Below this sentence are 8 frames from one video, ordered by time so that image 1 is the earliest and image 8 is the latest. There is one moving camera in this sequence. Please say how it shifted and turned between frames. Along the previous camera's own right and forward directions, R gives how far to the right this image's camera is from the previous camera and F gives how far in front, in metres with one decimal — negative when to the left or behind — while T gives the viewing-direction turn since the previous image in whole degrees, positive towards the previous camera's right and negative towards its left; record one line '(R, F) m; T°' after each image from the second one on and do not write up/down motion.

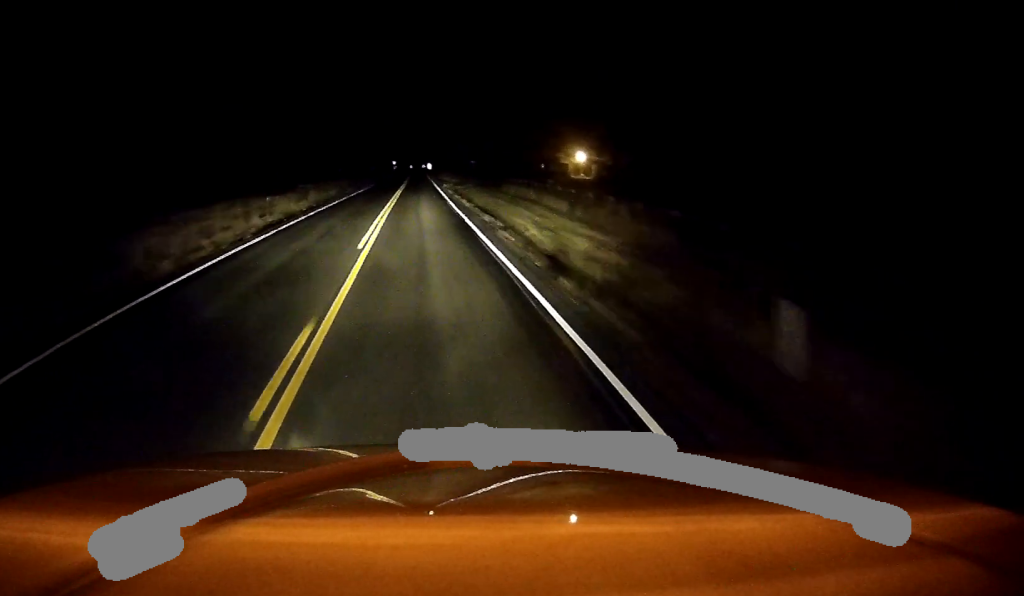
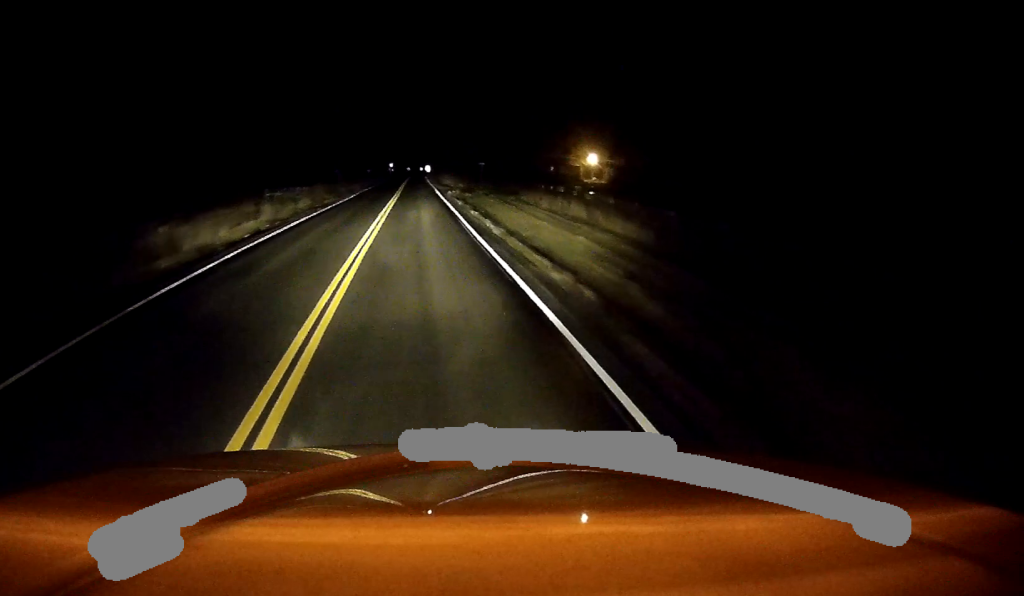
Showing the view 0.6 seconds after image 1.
(0.0, +12.7) m; 0°
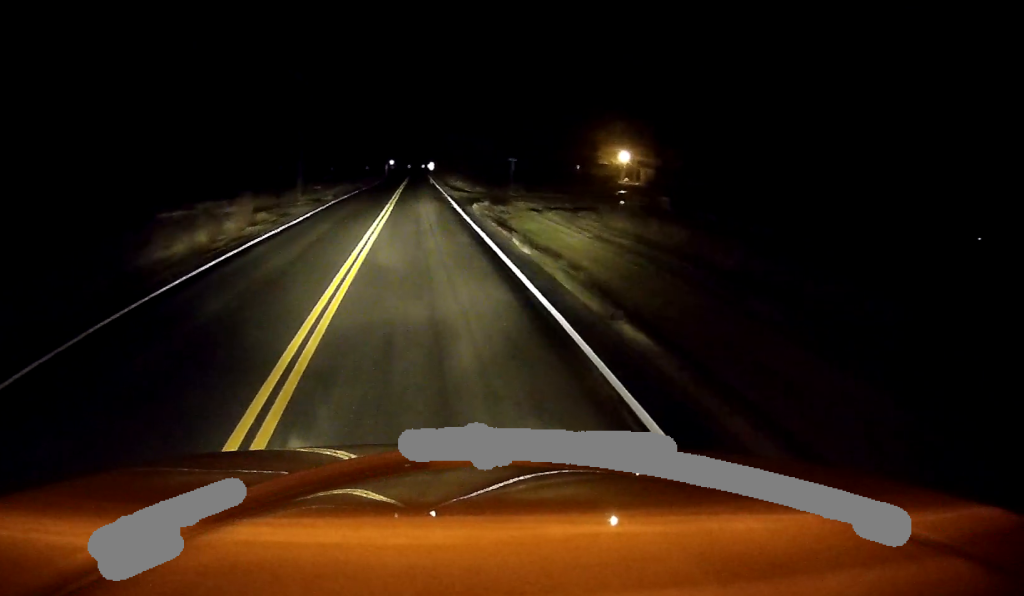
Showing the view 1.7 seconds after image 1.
(0.0, +21.4) m; +1°
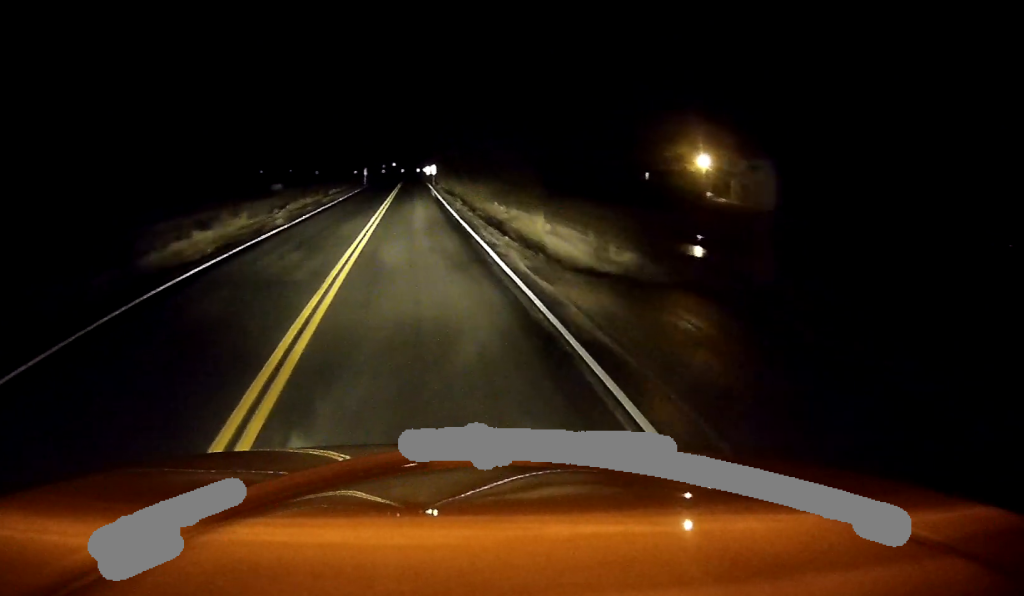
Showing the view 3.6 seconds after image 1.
(+0.3, +40.3) m; -1°
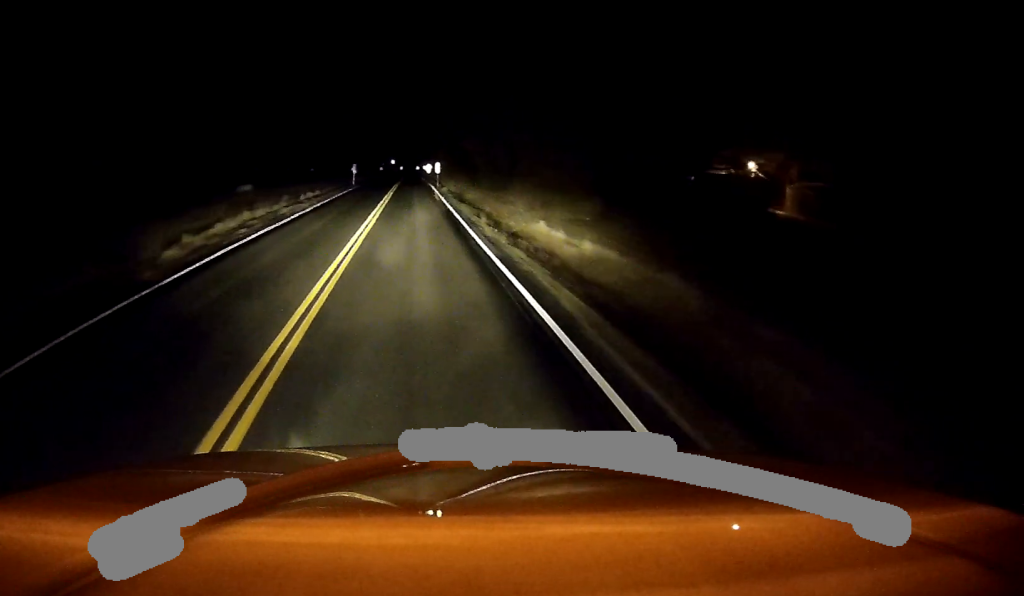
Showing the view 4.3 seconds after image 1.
(-0.1, +15.5) m; 0°
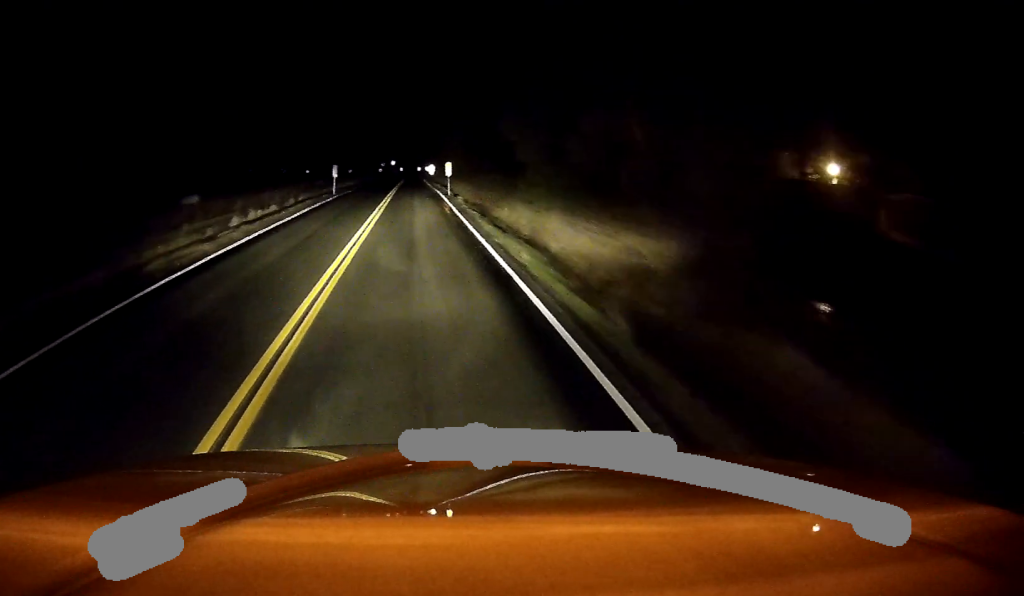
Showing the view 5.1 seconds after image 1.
(+0.1, +18.9) m; +1°
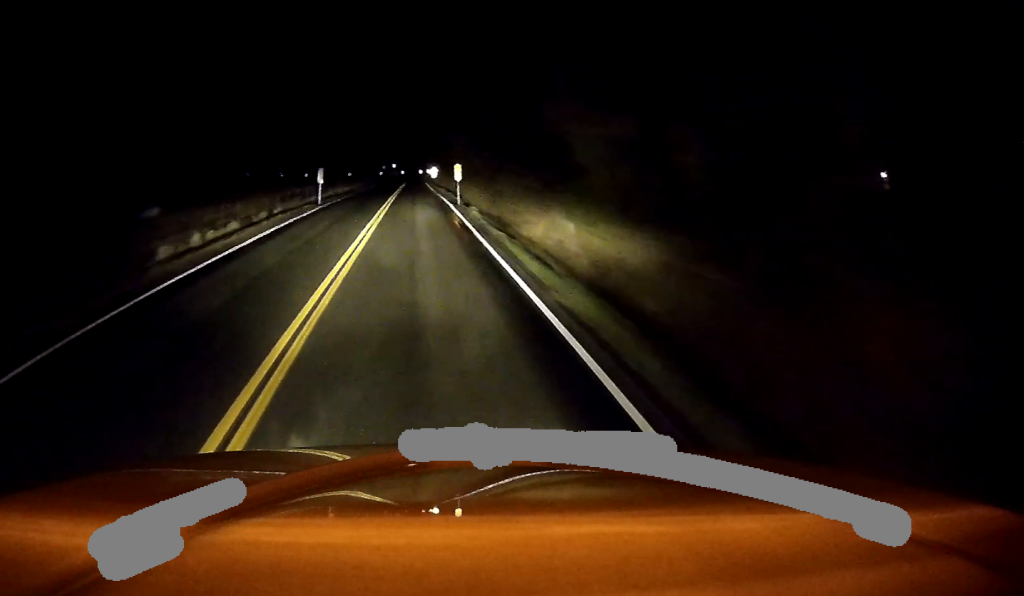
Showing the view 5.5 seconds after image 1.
(+0.1, +9.2) m; 0°
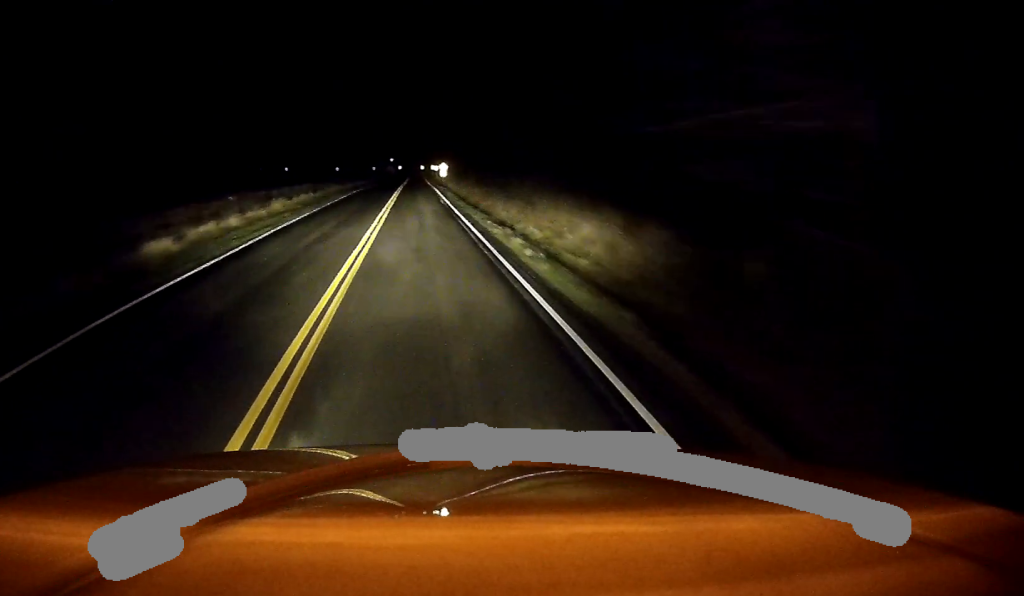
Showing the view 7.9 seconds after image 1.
(-0.2, +50.9) m; 0°
